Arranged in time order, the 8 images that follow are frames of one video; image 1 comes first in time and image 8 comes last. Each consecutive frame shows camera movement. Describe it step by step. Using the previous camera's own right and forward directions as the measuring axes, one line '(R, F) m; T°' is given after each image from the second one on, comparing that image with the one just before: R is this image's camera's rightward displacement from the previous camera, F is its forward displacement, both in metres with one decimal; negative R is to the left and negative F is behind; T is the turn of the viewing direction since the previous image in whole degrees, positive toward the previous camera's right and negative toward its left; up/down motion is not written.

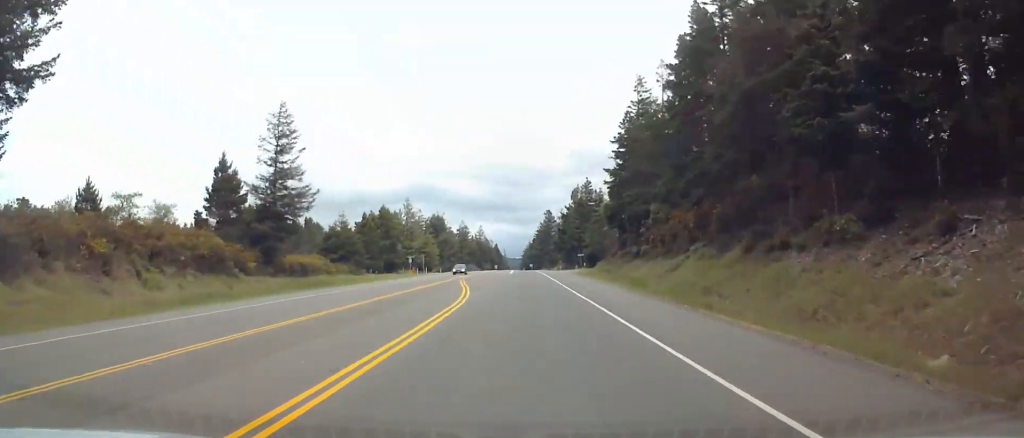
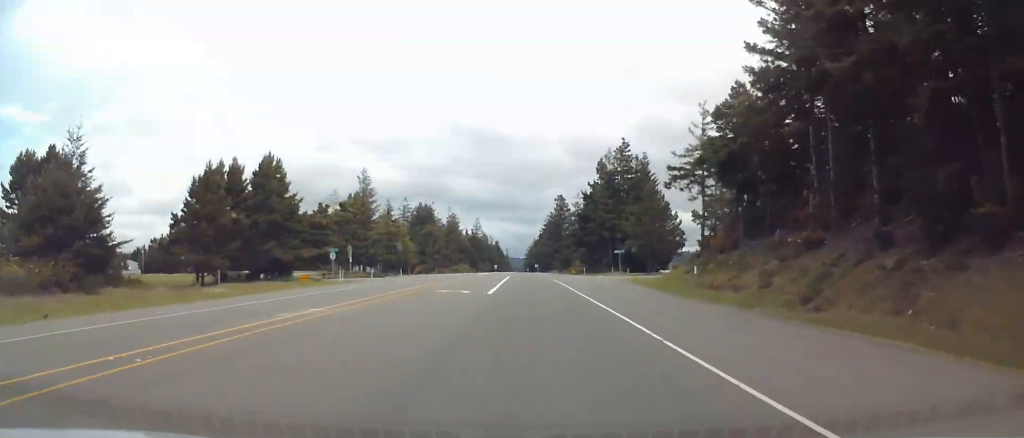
(+0.1, +57.2) m; 0°
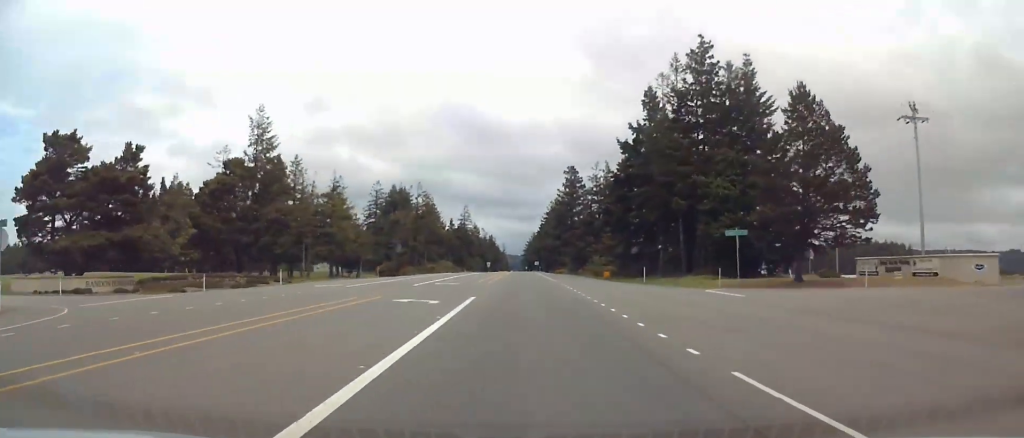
(+0.1, +54.3) m; 0°
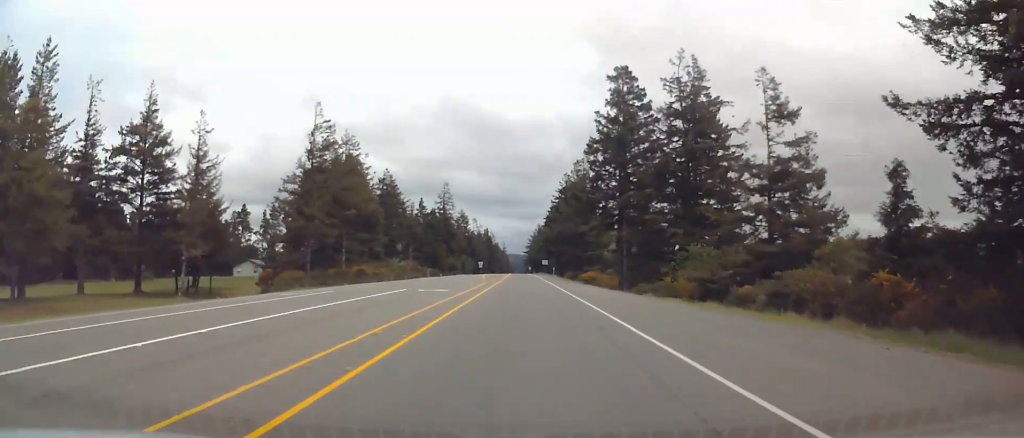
(+0.8, +74.7) m; +1°
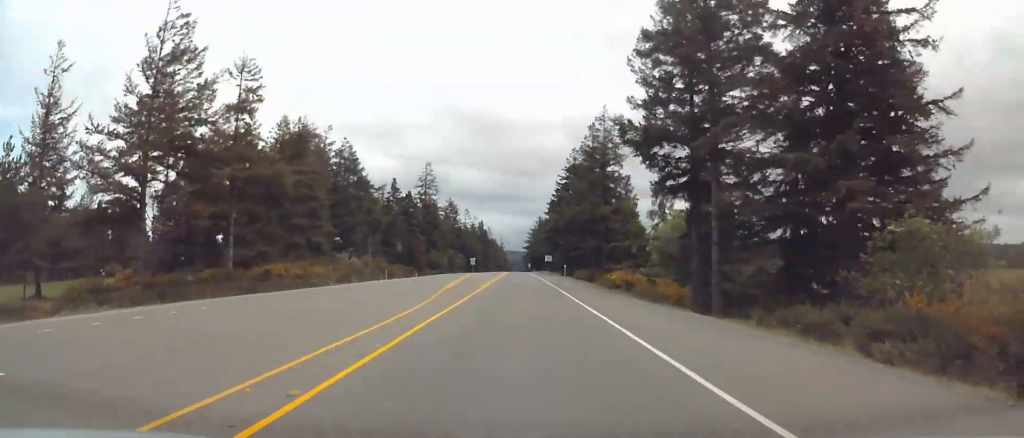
(-0.2, +33.7) m; 0°
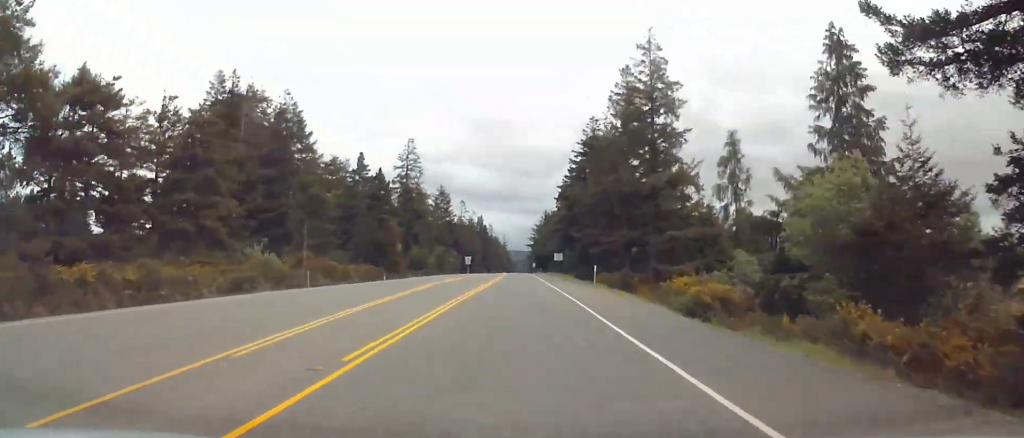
(-0.1, +30.5) m; 0°
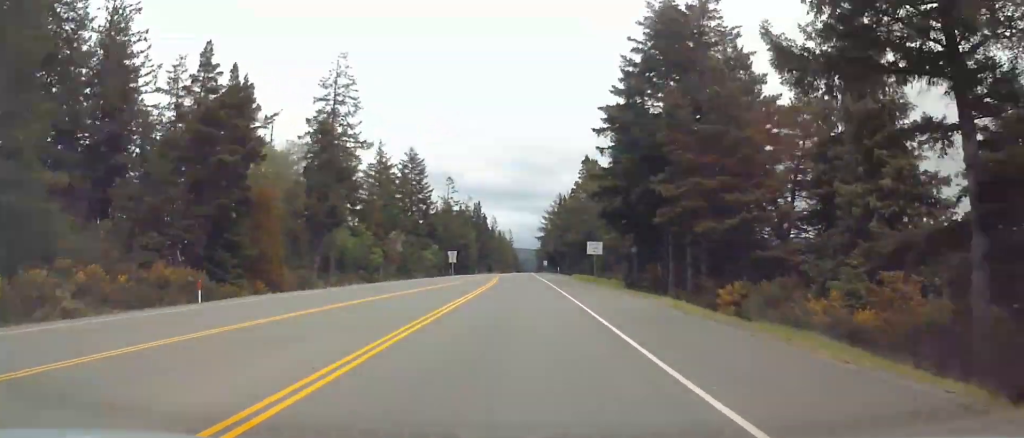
(+0.1, +54.4) m; 0°
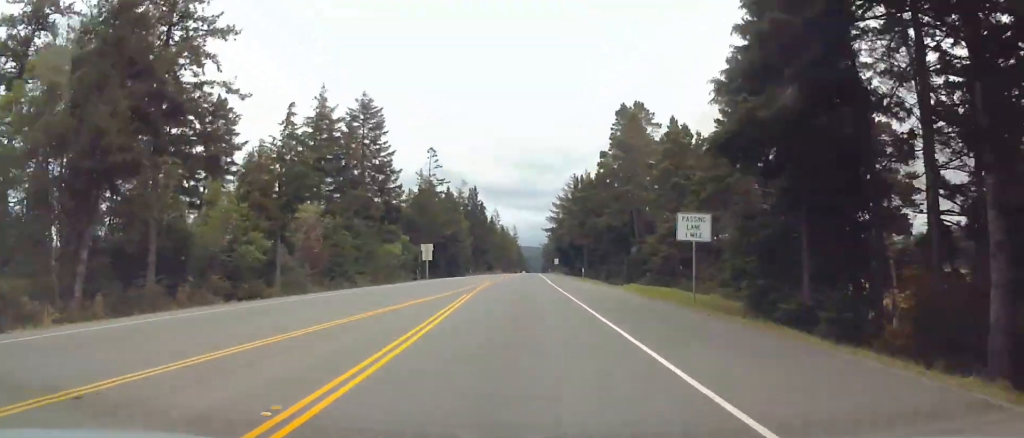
(0.0, +39.1) m; 0°
